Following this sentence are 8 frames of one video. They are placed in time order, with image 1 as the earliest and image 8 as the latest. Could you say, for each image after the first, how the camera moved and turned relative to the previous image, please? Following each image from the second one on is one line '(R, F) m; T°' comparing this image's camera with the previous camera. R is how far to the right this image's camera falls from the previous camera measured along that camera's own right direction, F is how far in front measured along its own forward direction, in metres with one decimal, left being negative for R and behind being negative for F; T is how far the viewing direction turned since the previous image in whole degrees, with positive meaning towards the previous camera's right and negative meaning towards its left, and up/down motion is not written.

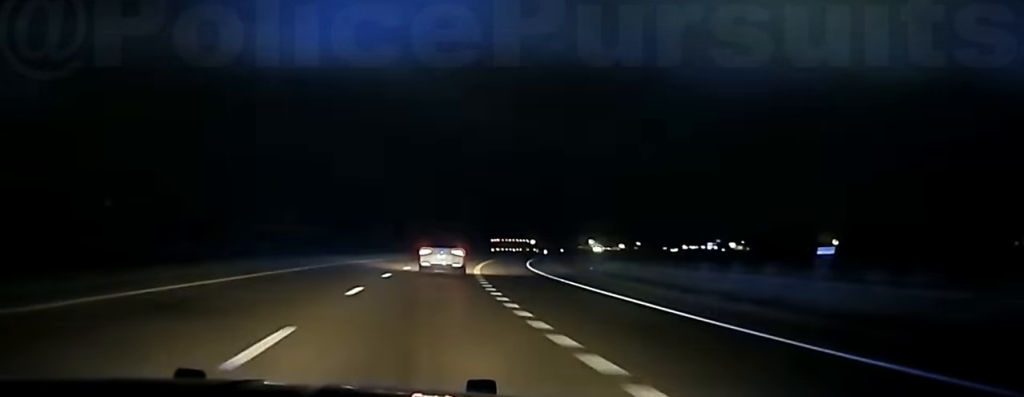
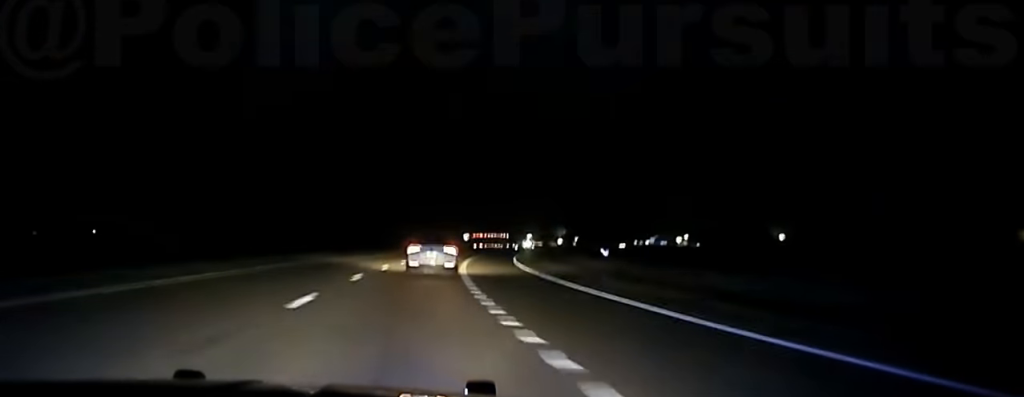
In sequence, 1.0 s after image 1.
(+1.4, +42.3) m; +3°
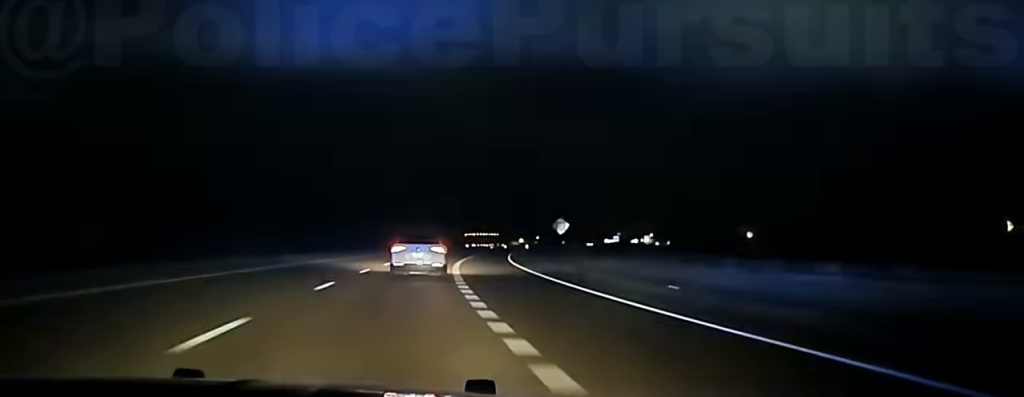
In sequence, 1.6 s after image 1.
(+0.3, +30.5) m; +2°
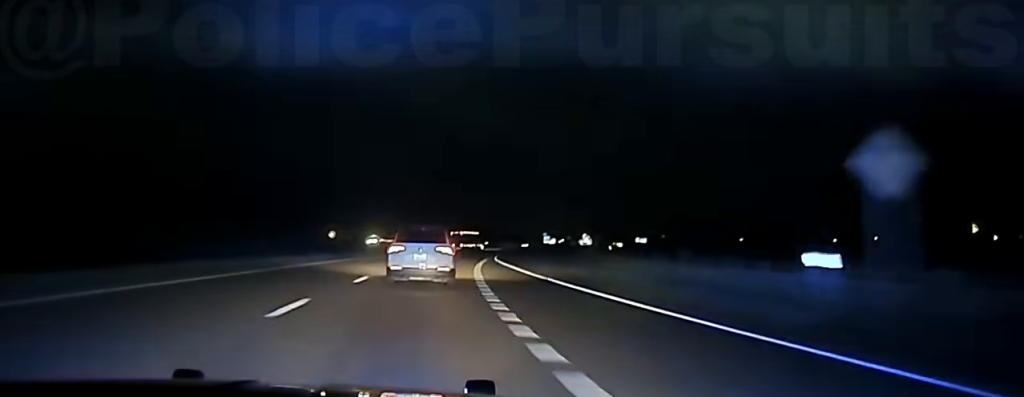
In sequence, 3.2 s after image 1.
(+3.6, +65.6) m; +7°
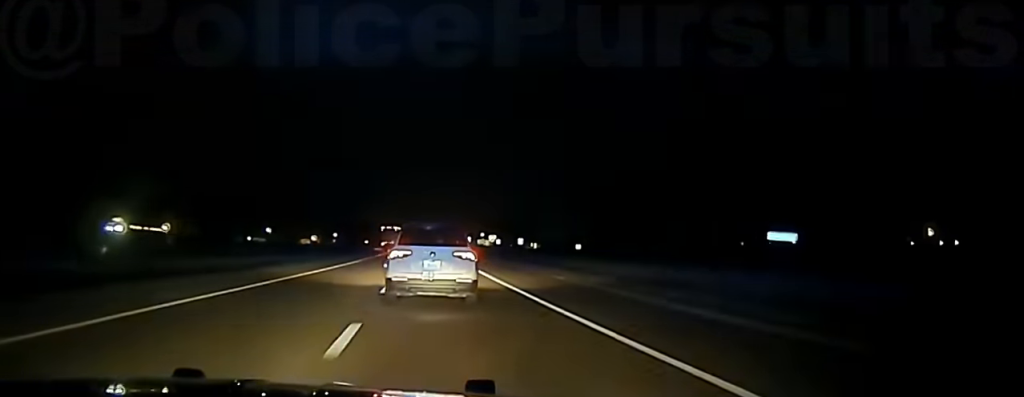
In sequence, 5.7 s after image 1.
(+7.8, +100.0) m; +7°
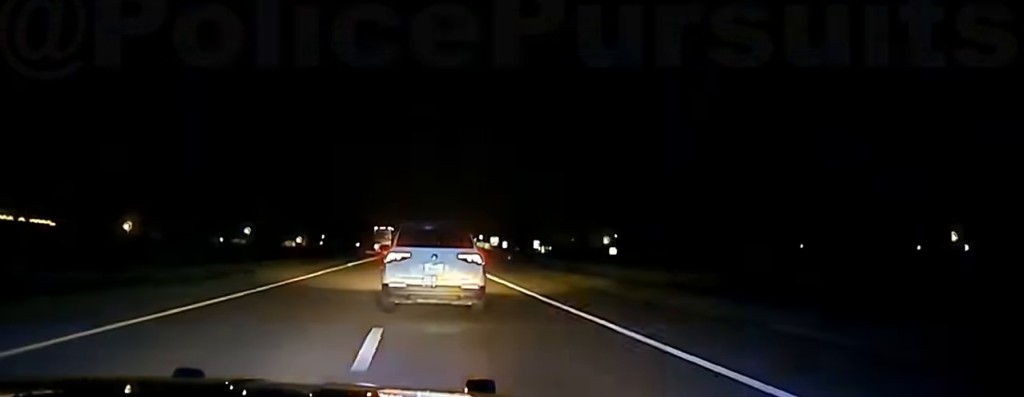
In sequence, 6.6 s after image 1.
(+0.4, +34.7) m; +1°
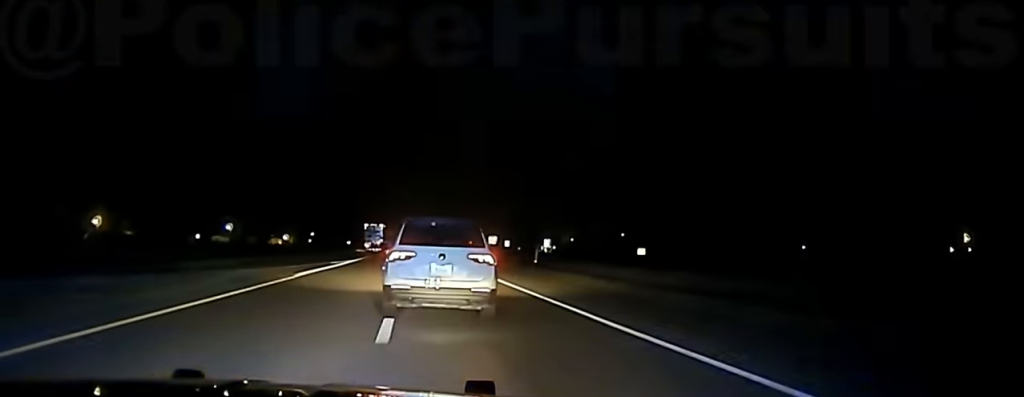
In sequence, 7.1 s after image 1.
(+0.1, +18.9) m; 0°
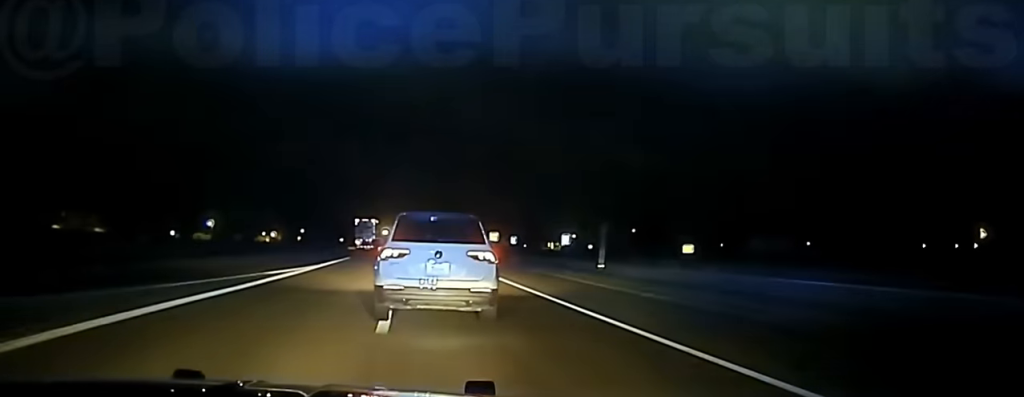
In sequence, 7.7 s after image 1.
(0.0, +20.1) m; 0°
